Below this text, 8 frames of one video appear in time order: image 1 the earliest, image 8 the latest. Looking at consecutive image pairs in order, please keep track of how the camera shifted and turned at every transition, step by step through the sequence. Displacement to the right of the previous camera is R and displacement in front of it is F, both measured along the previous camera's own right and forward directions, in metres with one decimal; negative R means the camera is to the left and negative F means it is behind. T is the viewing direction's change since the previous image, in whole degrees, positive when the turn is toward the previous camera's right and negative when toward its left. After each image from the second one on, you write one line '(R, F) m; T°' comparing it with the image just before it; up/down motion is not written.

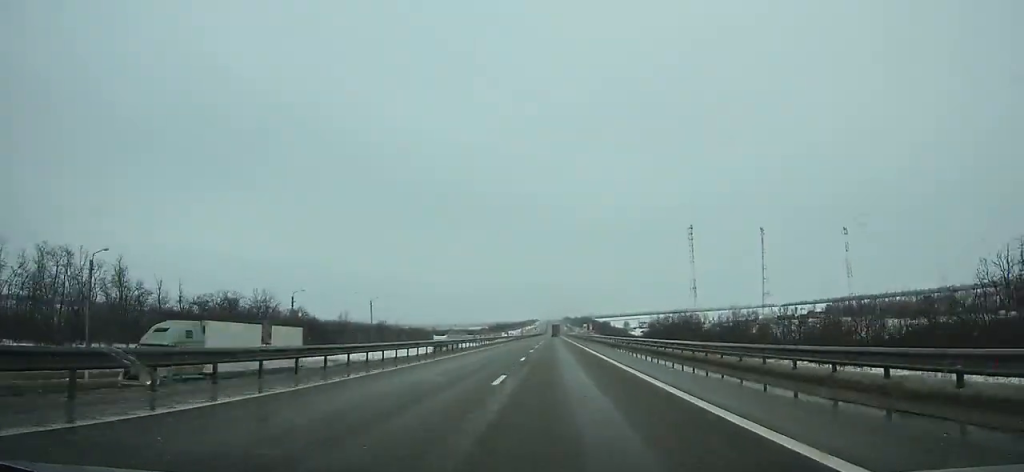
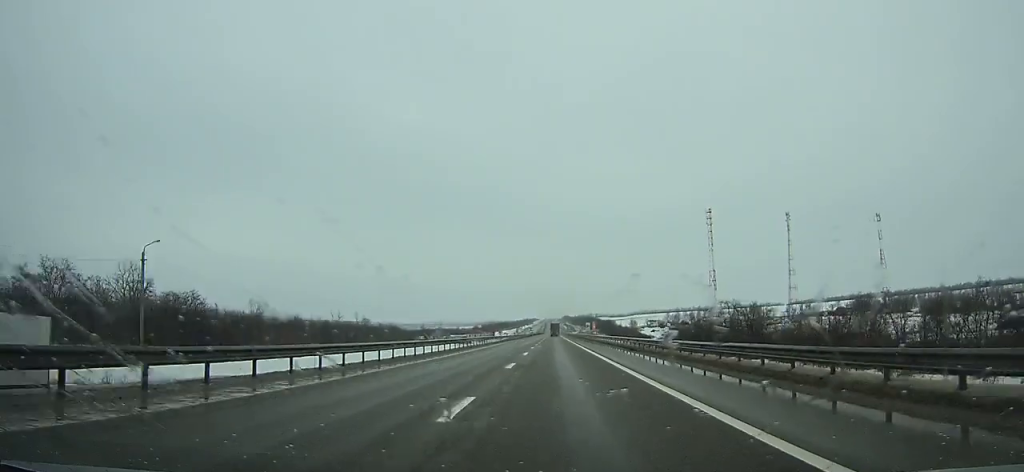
(0.0, +53.3) m; 0°
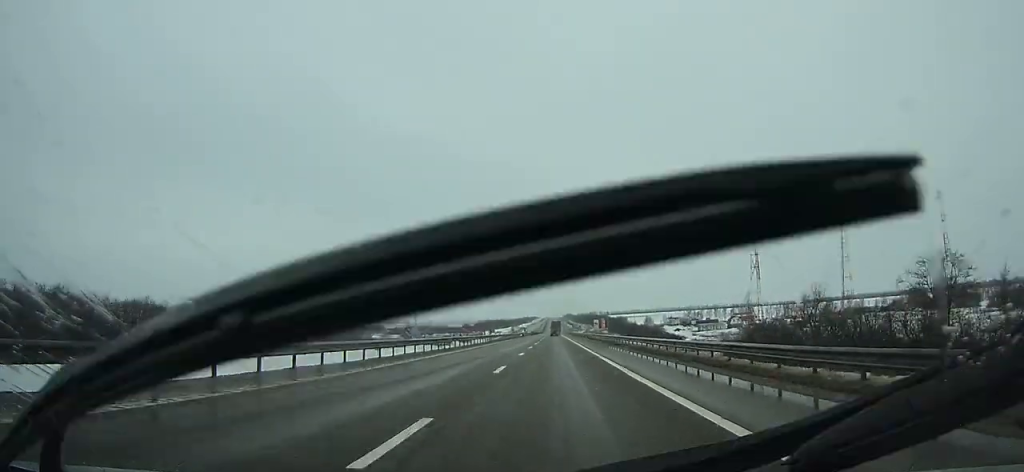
(0.0, +75.7) m; 0°
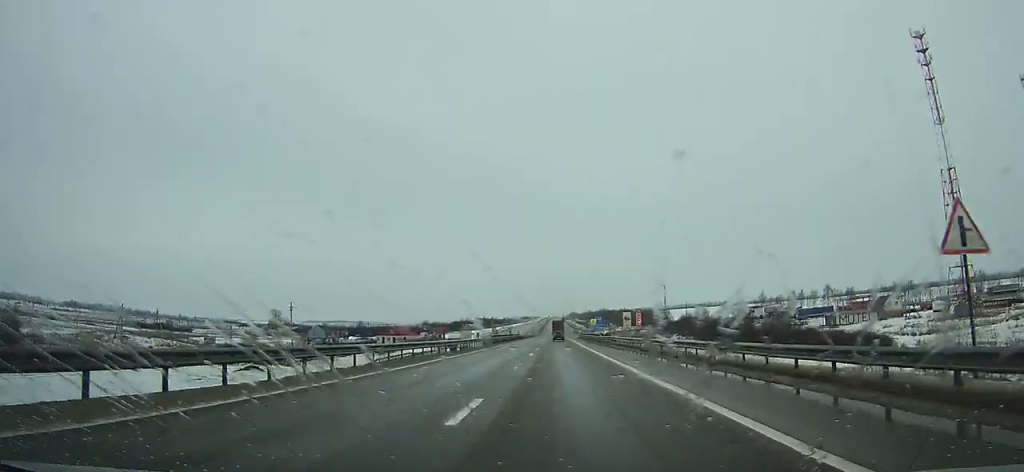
(-0.7, +154.5) m; -1°
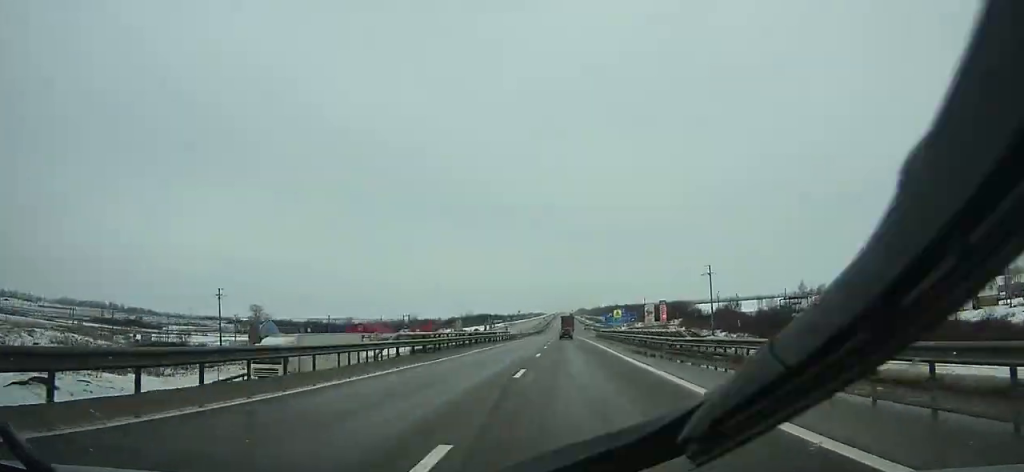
(-0.1, +40.0) m; 0°
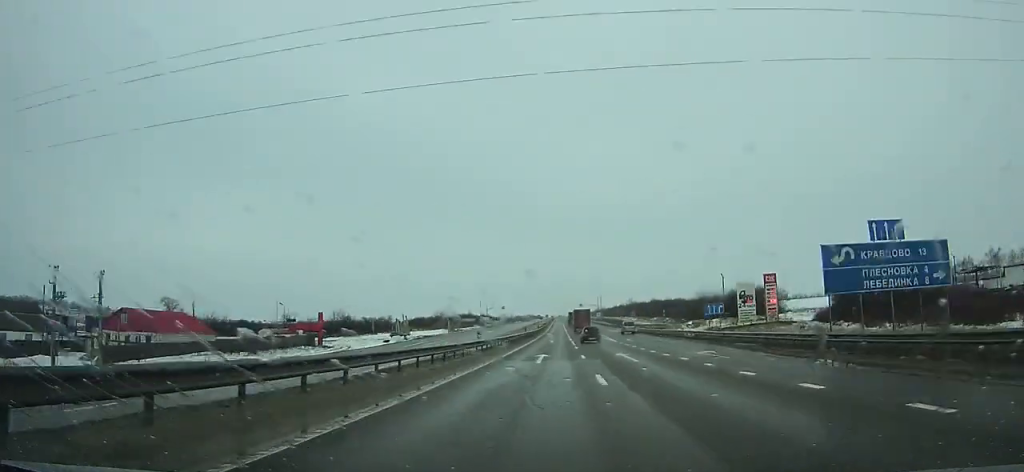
(-0.1, +99.4) m; 0°
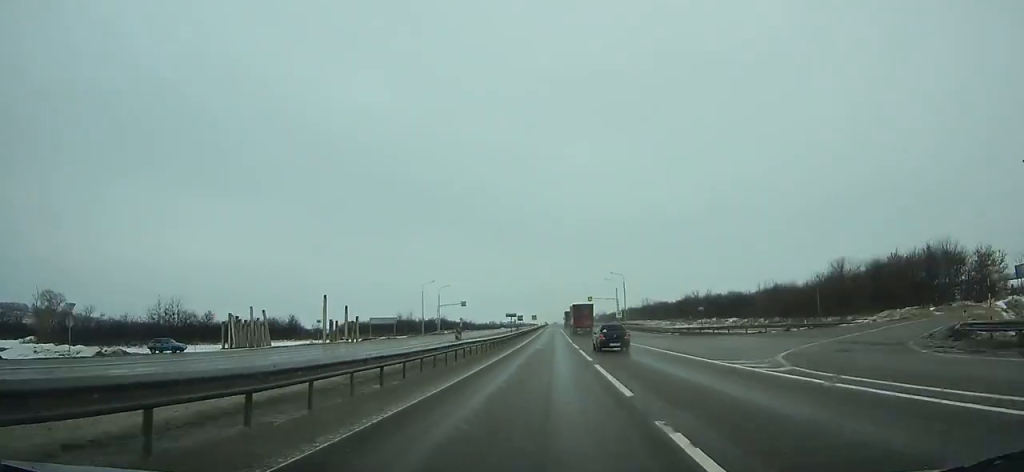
(+0.4, +81.5) m; 0°
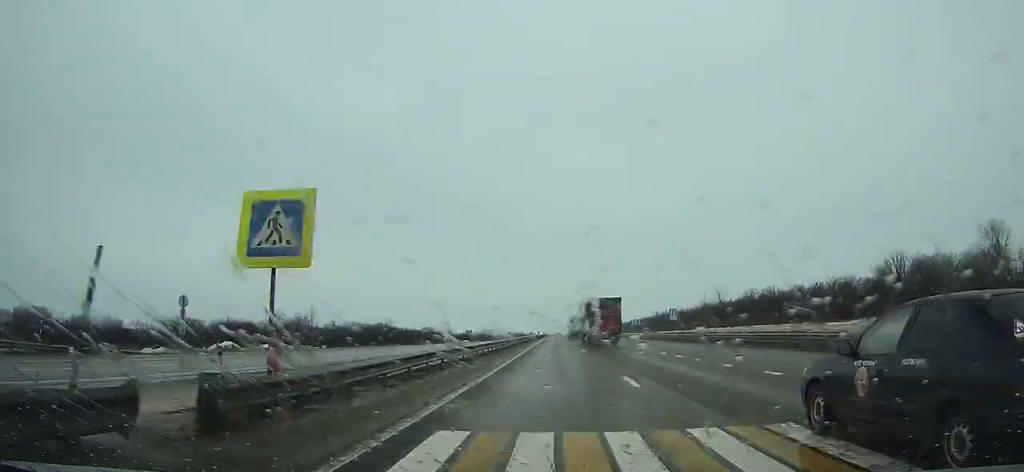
(0.0, +124.1) m; 0°
